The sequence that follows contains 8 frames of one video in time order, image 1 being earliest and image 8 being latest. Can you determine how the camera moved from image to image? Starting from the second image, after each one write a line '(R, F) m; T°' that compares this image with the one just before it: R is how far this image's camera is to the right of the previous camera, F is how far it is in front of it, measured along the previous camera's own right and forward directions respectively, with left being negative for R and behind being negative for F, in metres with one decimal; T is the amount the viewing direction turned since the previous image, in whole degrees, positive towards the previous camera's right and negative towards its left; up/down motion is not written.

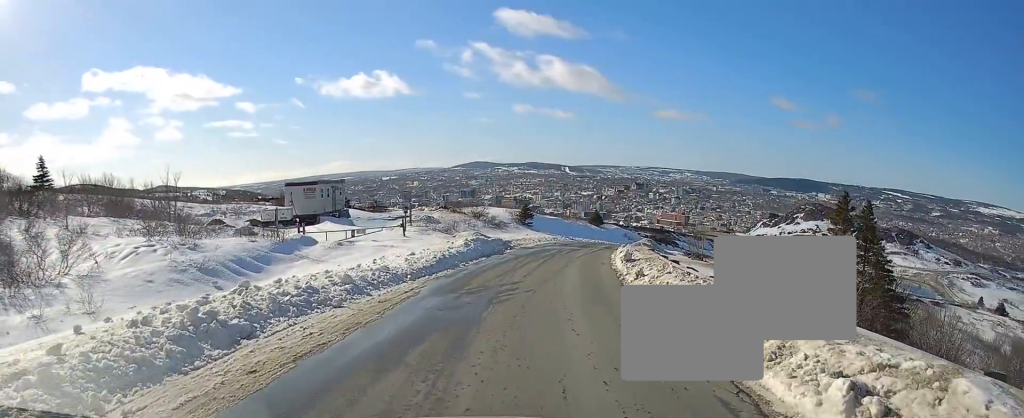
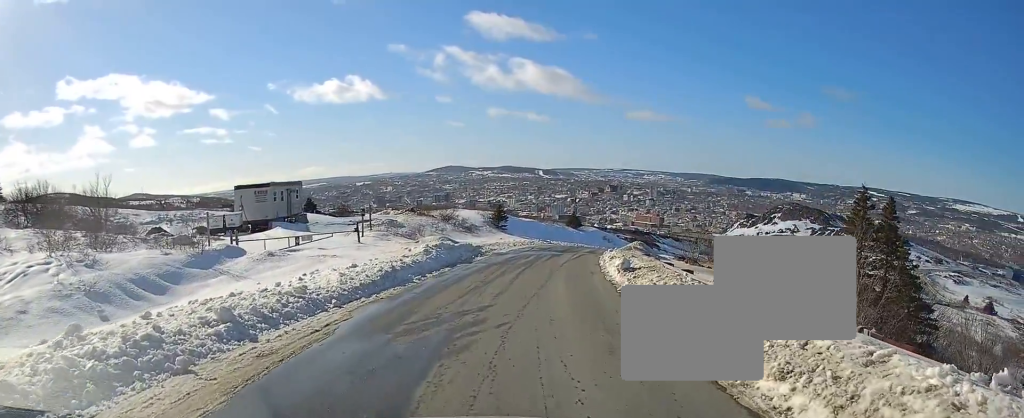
(+0.2, +5.3) m; +3°
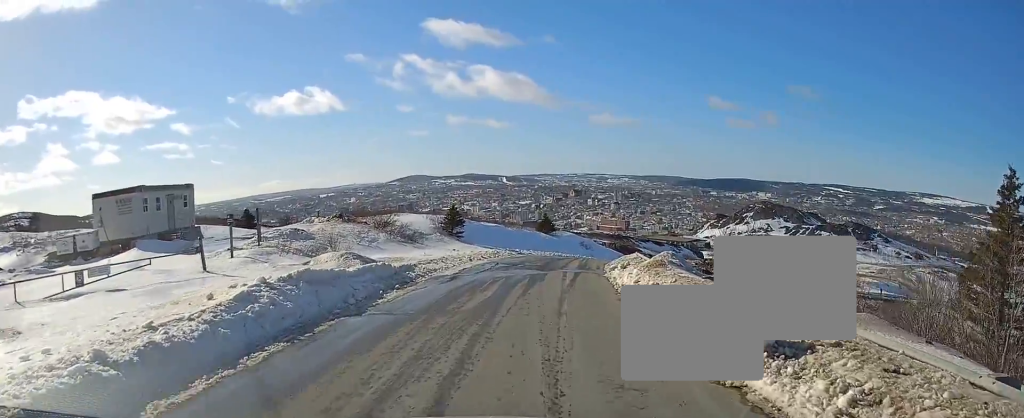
(+0.7, +14.6) m; +3°
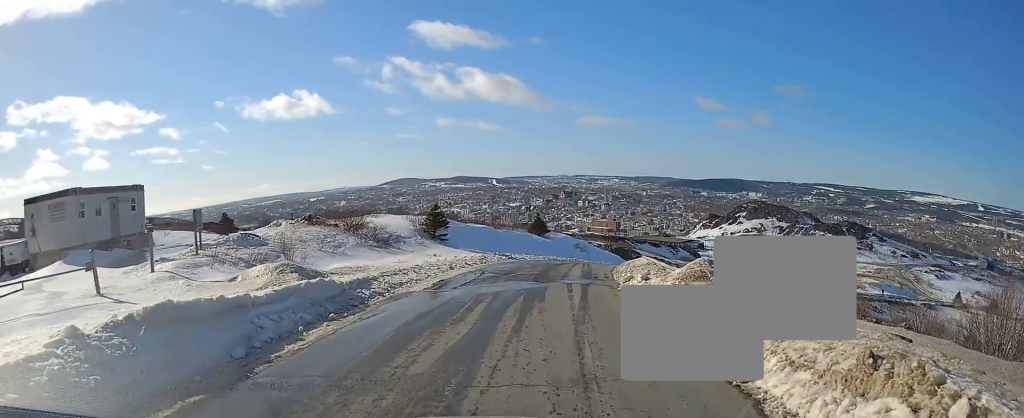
(-0.2, +5.5) m; +1°
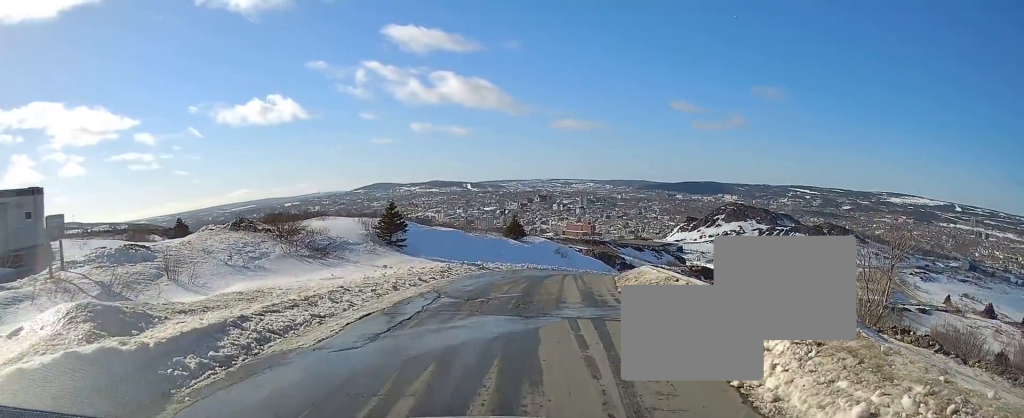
(+0.4, +7.8) m; +3°
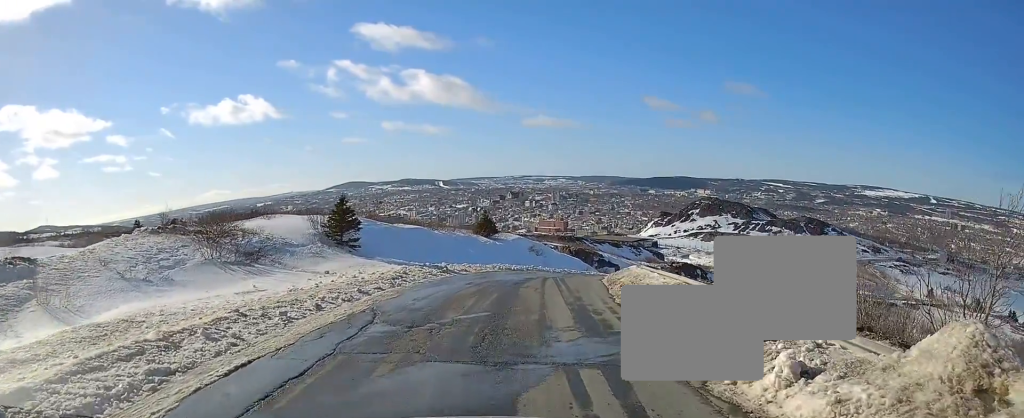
(0.0, +4.9) m; 0°
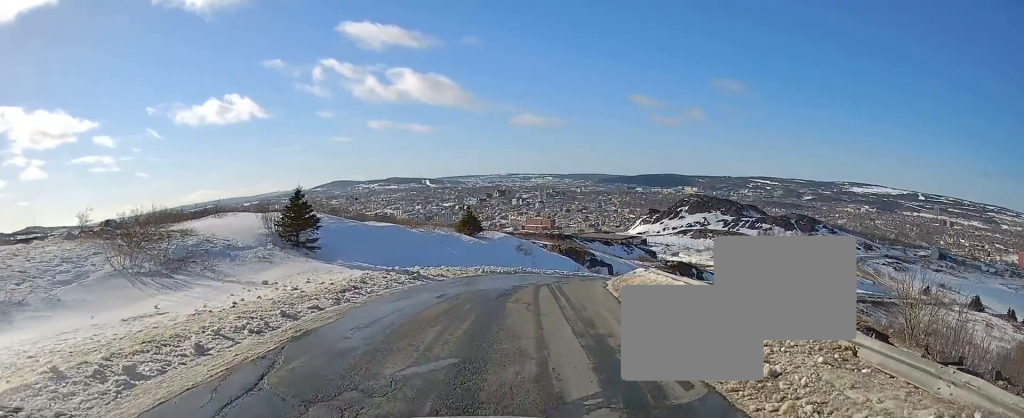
(0.0, +4.8) m; +3°
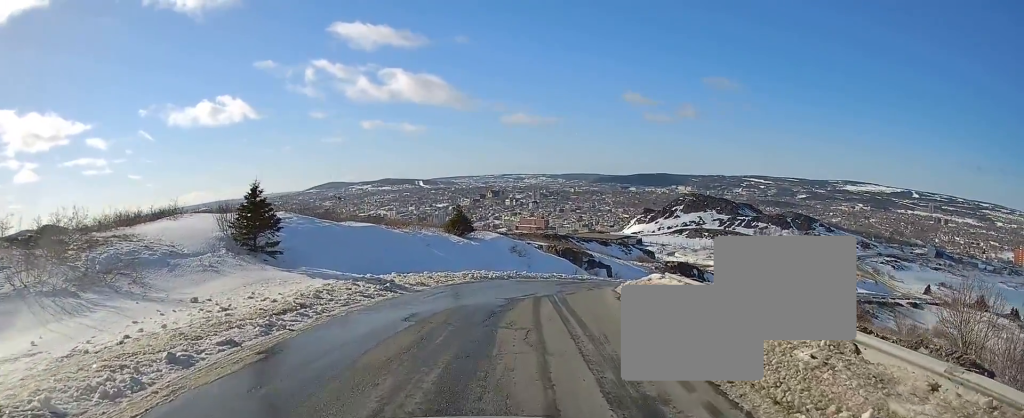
(+0.1, +4.0) m; +2°
